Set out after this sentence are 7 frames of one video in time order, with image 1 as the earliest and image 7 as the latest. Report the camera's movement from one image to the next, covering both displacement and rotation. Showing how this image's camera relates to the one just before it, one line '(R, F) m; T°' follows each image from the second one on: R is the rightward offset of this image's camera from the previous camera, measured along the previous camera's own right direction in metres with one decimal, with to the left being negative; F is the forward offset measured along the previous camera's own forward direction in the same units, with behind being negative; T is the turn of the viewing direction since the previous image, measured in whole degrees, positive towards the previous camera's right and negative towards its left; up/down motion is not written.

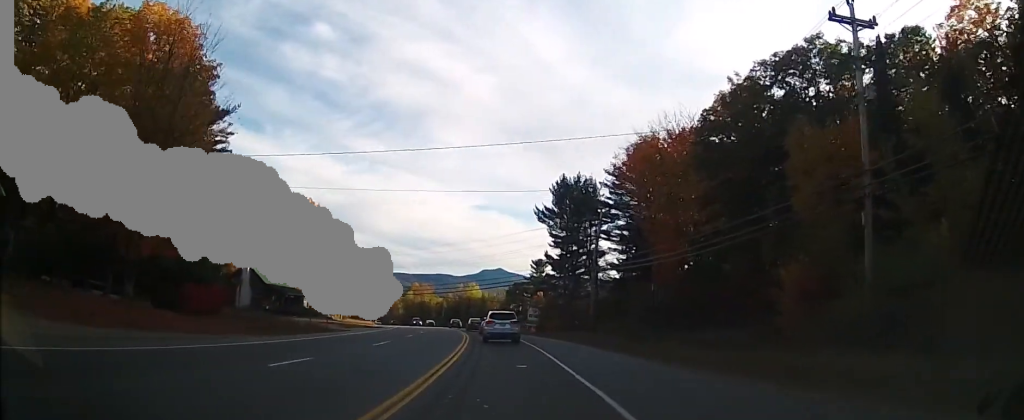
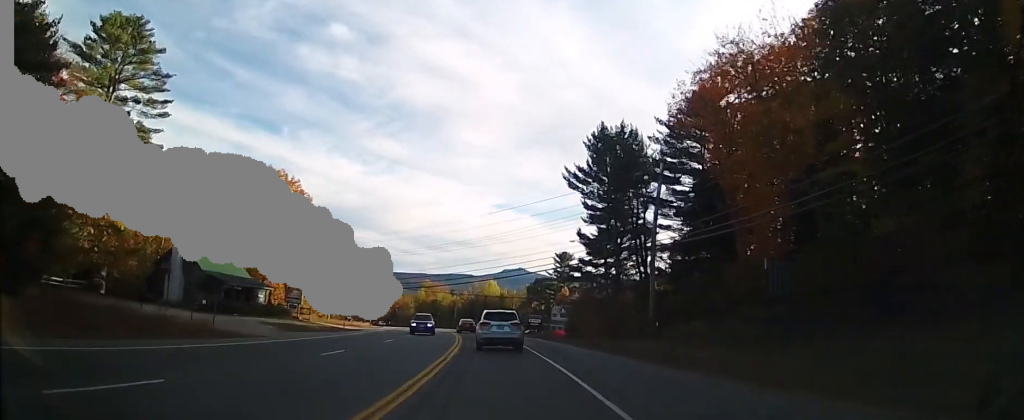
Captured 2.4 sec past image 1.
(-0.6, +20.1) m; -1°
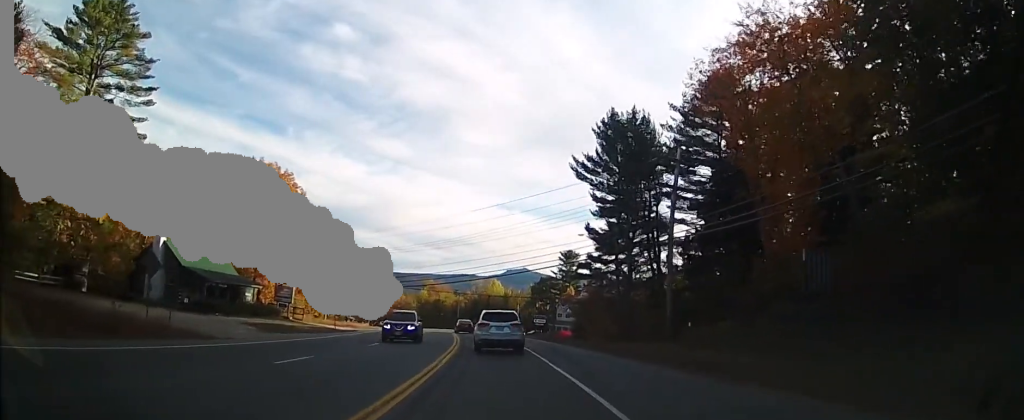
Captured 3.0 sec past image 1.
(+0.1, +4.1) m; +1°
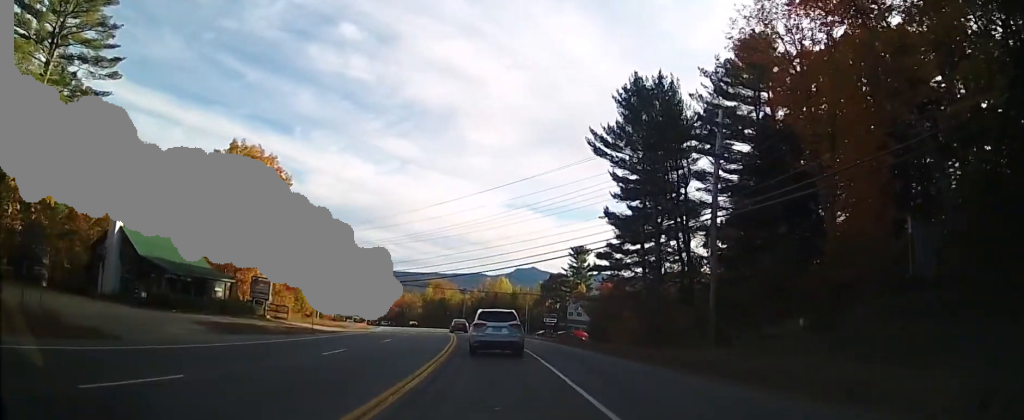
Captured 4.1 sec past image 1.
(0.0, +7.9) m; -3°
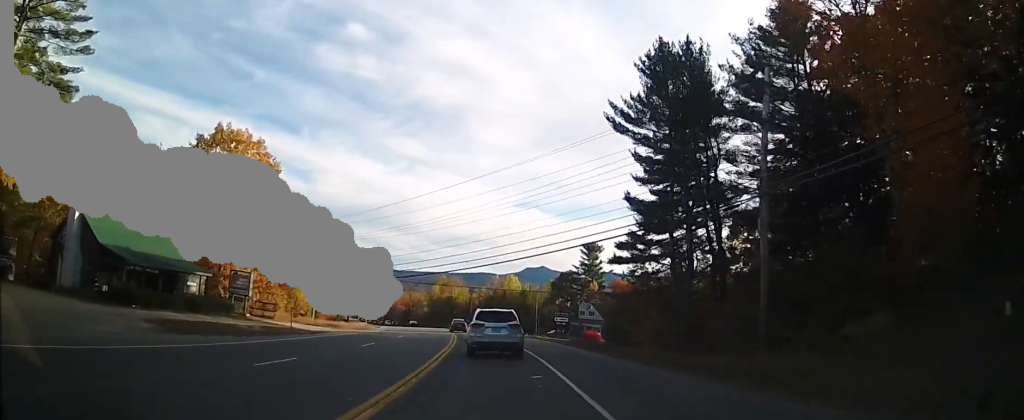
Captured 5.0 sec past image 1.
(-0.3, +6.2) m; -2°
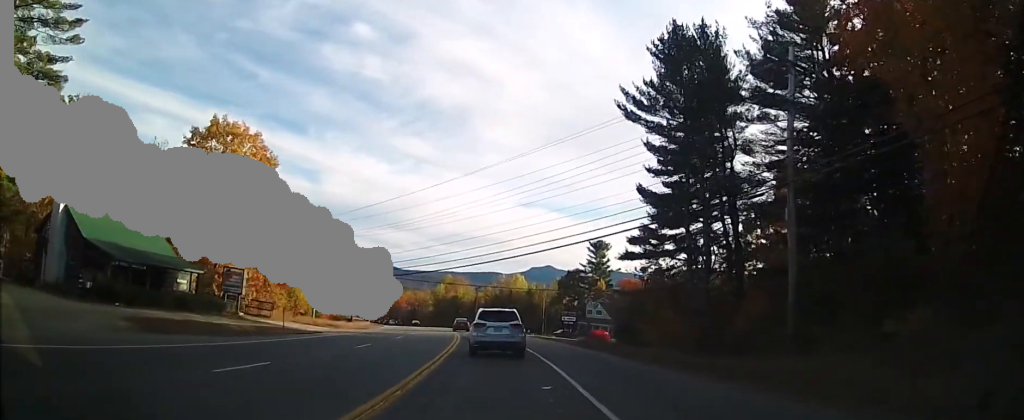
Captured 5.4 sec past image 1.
(0.0, +2.4) m; 0°
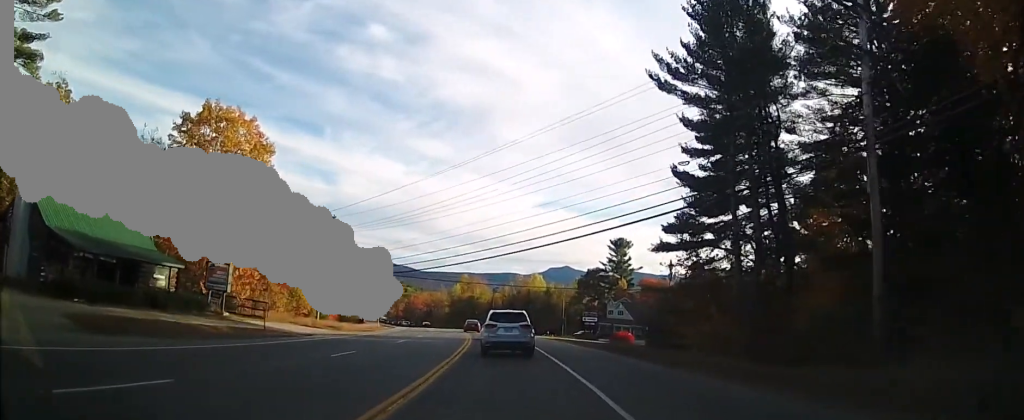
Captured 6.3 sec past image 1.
(0.0, +5.4) m; 0°
